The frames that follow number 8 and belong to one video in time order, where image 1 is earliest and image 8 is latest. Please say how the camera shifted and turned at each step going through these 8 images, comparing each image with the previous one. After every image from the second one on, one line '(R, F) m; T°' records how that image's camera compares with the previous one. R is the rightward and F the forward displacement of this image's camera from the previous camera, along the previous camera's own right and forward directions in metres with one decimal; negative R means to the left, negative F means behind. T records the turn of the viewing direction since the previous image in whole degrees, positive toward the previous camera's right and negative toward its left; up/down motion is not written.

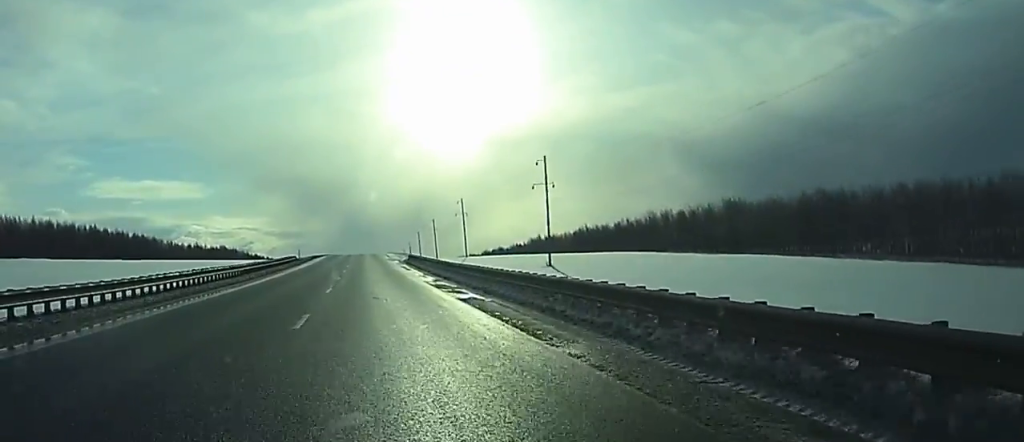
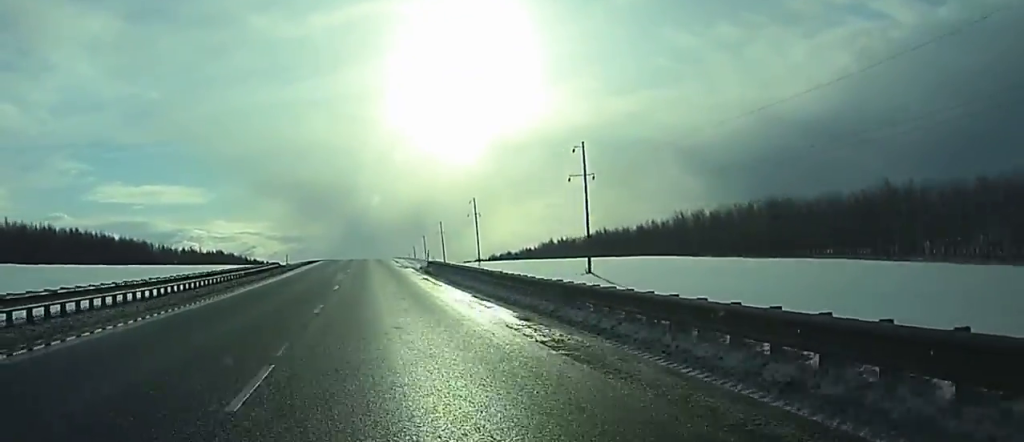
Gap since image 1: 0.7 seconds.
(0.0, +19.1) m; 0°
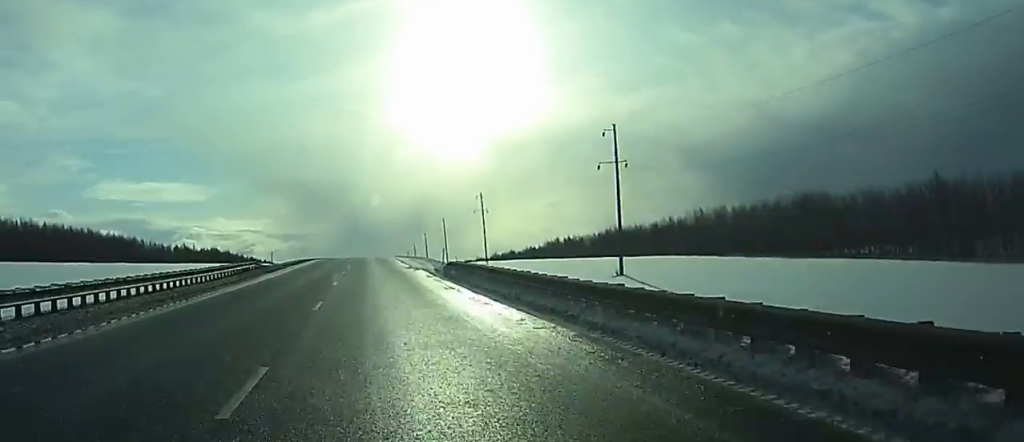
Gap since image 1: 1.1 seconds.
(0.0, +12.4) m; 0°
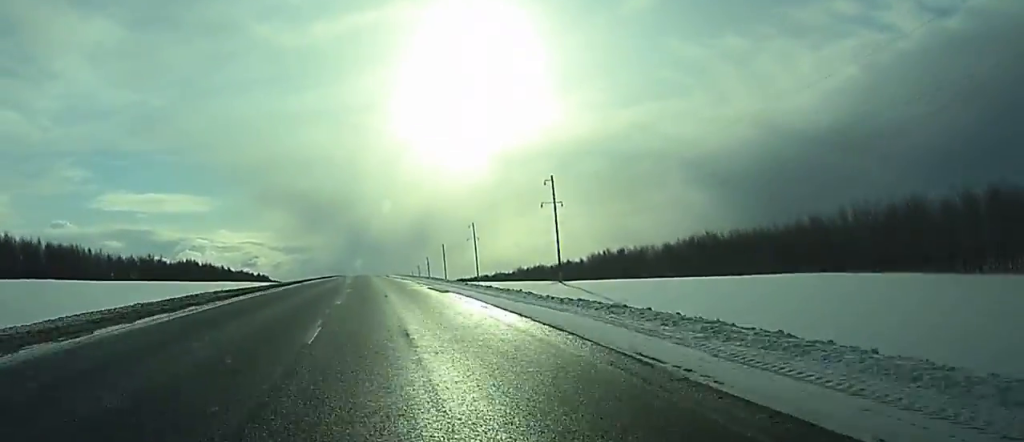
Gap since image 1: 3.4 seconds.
(-0.1, +65.5) m; 0°
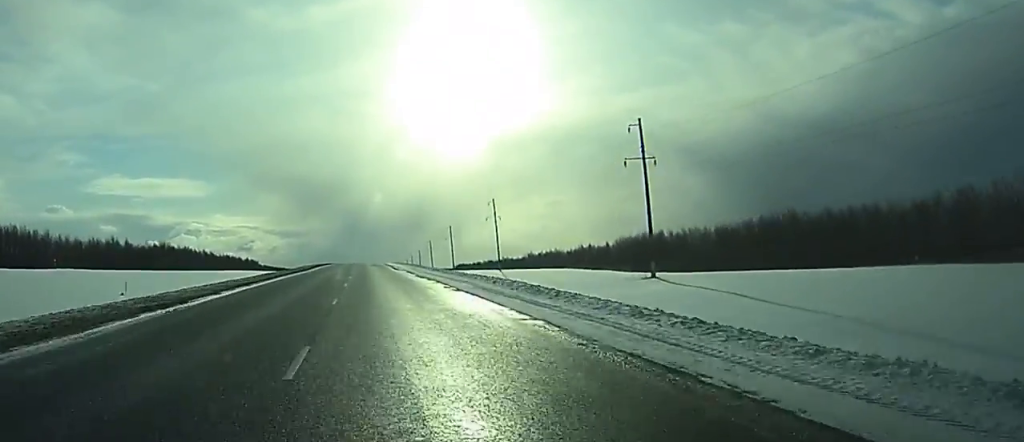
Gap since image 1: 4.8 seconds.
(0.0, +39.7) m; 0°
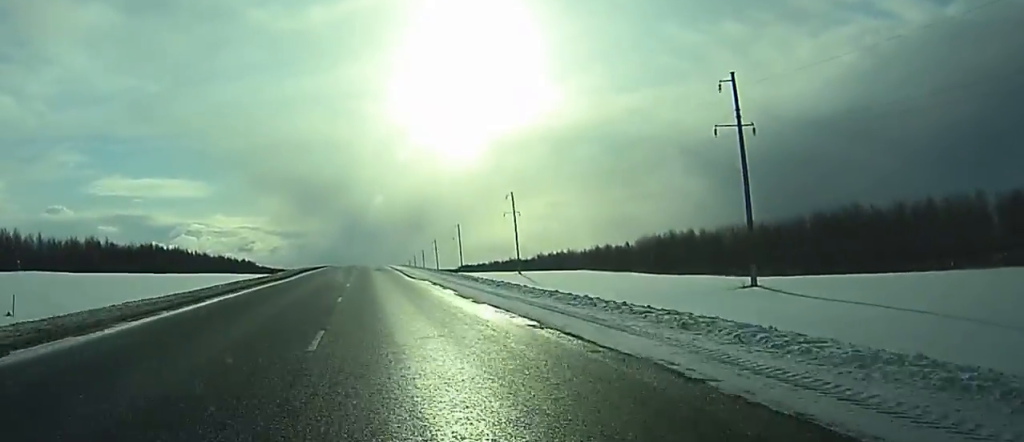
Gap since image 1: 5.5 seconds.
(0.0, +20.8) m; 0°
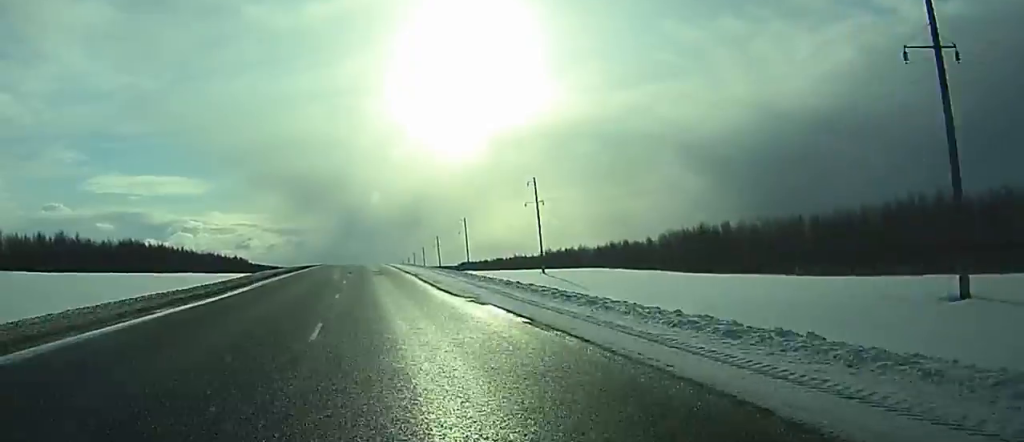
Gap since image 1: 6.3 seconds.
(+0.1, +22.7) m; 0°
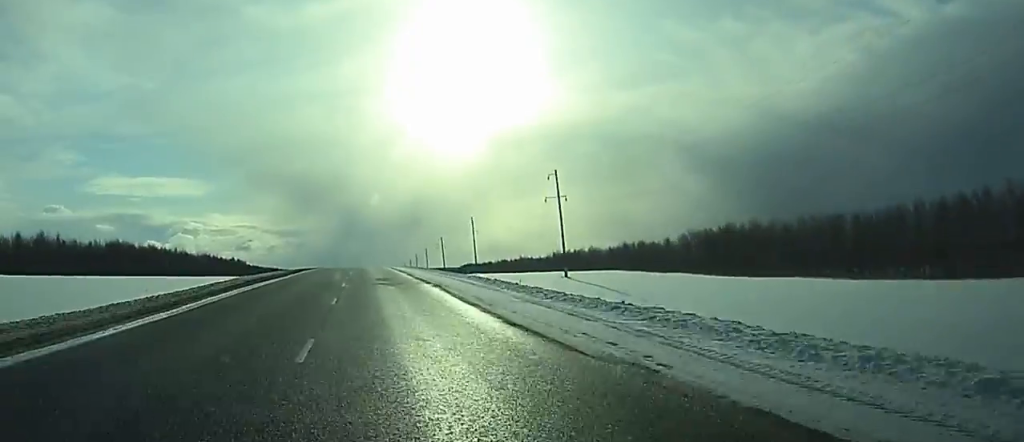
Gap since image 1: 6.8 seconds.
(0.0, +14.2) m; 0°
